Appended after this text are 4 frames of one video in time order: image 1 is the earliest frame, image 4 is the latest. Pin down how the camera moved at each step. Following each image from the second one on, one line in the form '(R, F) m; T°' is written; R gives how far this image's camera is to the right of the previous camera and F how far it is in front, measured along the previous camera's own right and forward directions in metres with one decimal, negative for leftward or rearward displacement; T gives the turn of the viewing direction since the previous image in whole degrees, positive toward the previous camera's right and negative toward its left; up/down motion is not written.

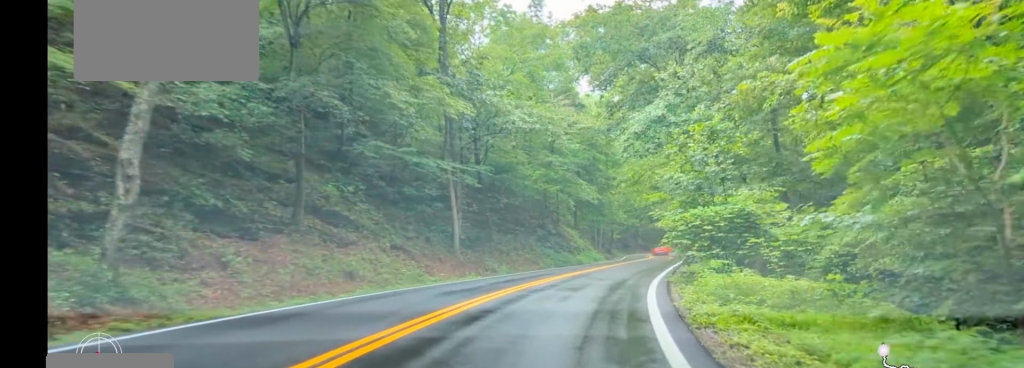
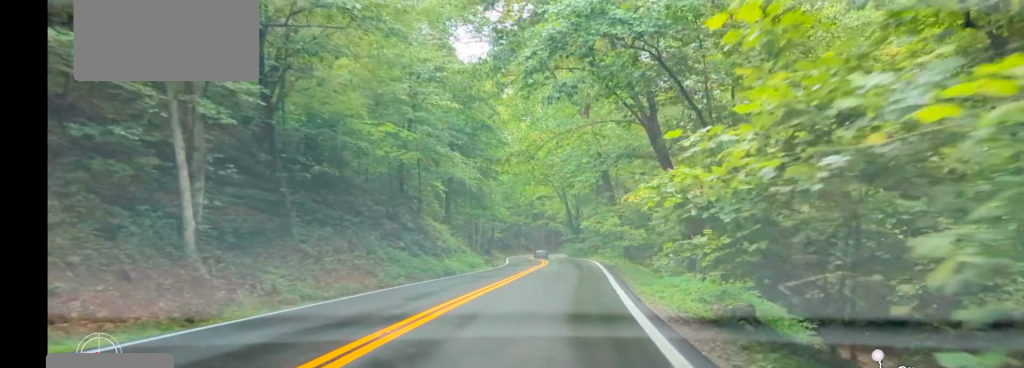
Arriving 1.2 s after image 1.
(+1.8, +15.6) m; +11°
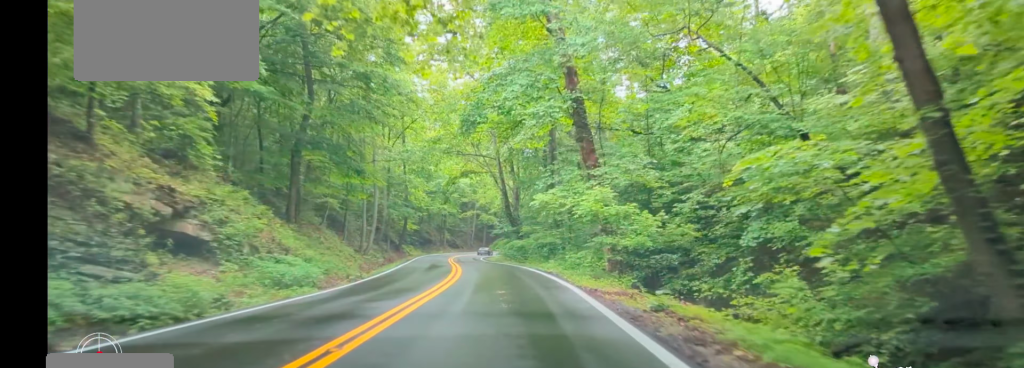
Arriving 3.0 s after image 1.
(+2.4, +25.0) m; +7°
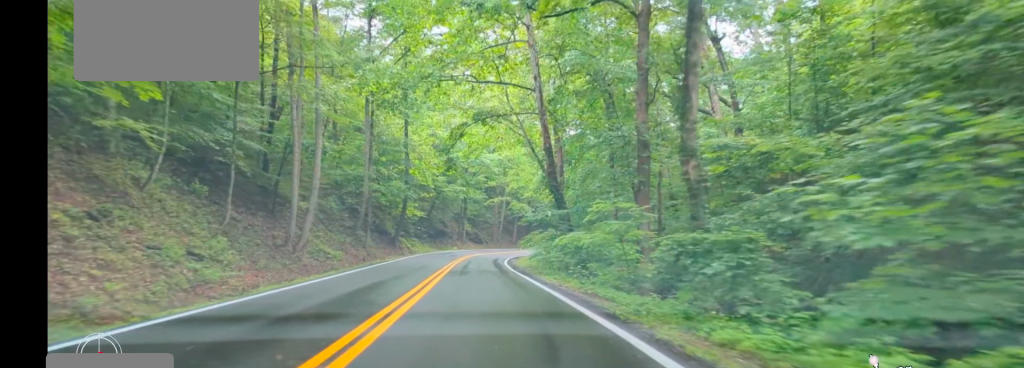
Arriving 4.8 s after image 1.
(-0.6, +26.0) m; -5°
